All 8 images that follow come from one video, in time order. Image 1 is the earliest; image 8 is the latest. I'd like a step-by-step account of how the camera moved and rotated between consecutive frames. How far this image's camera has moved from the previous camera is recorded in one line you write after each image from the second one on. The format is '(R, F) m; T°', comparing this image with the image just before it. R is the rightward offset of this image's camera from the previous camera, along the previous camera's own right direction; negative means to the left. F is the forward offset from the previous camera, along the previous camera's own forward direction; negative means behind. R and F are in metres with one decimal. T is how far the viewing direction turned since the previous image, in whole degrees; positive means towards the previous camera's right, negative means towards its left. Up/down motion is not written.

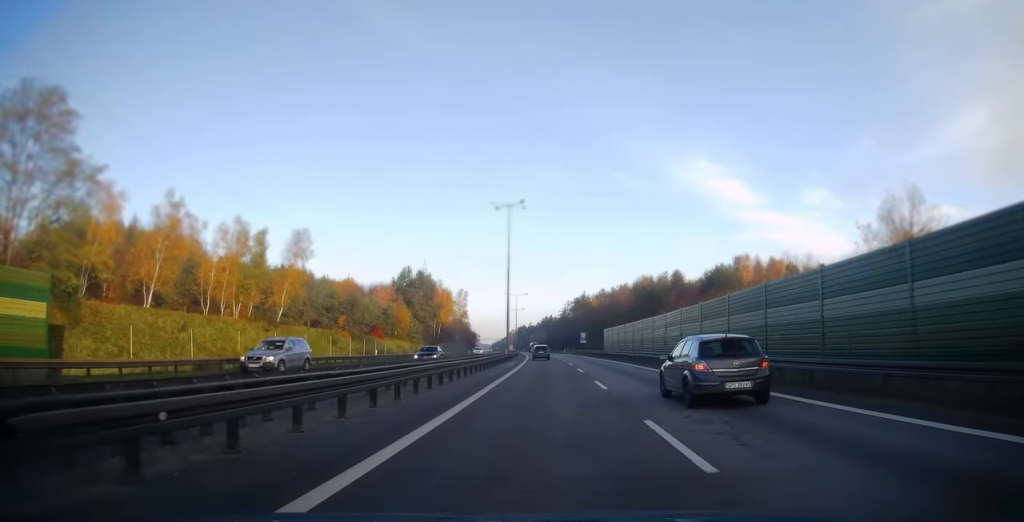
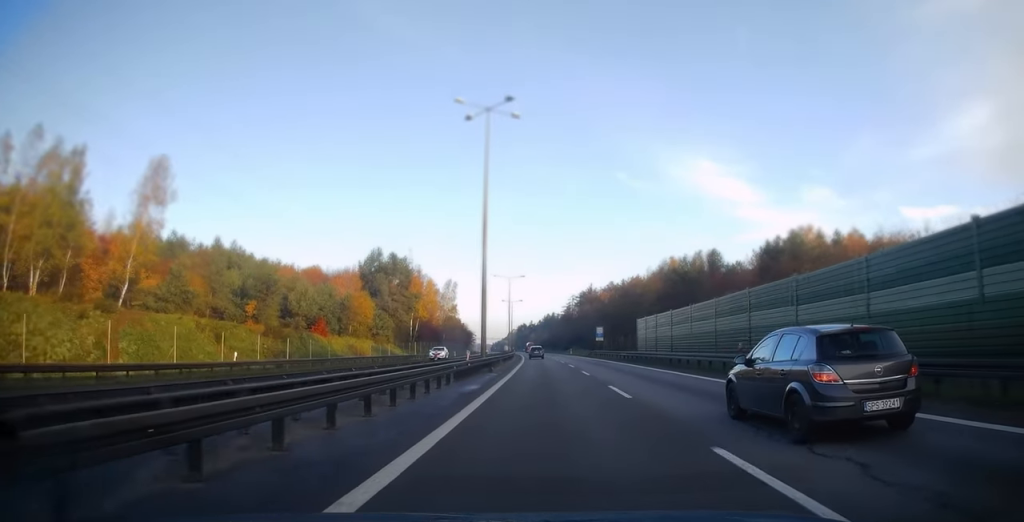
(0.0, +27.4) m; 0°
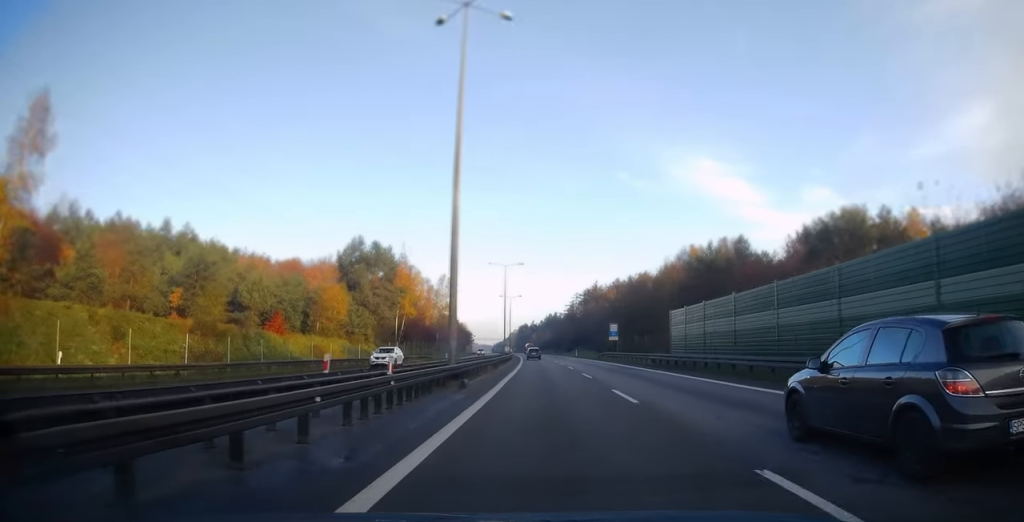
(0.0, +13.2) m; 0°
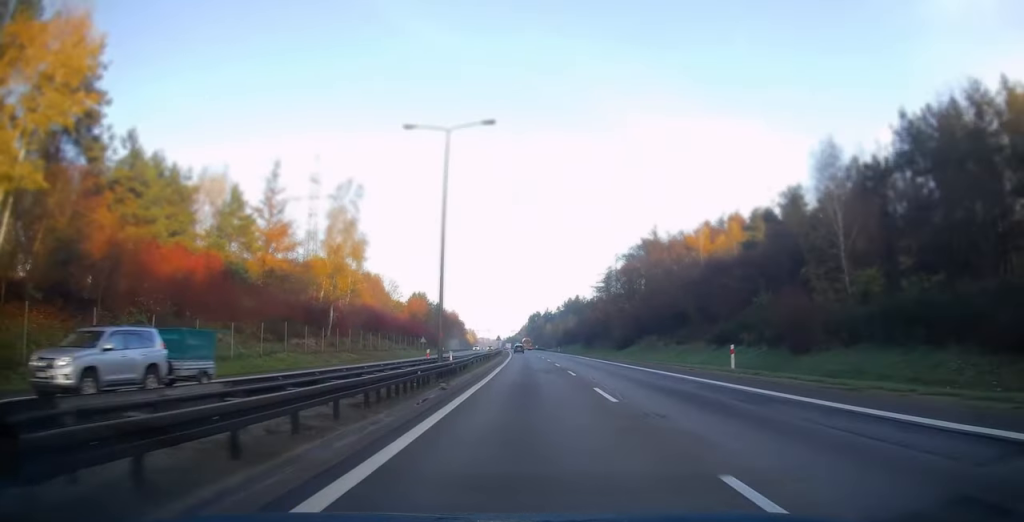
(-0.9, +85.0) m; -1°
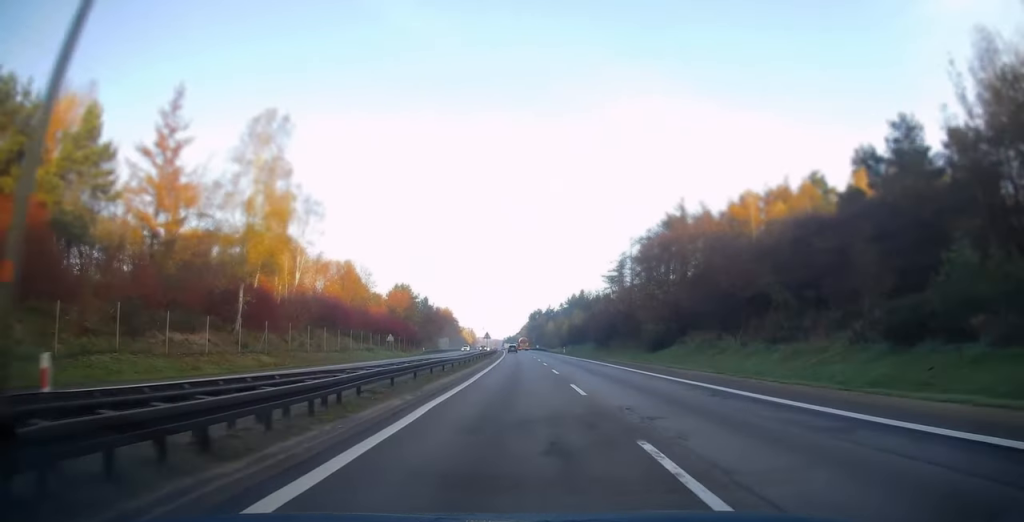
(-0.1, +21.9) m; 0°
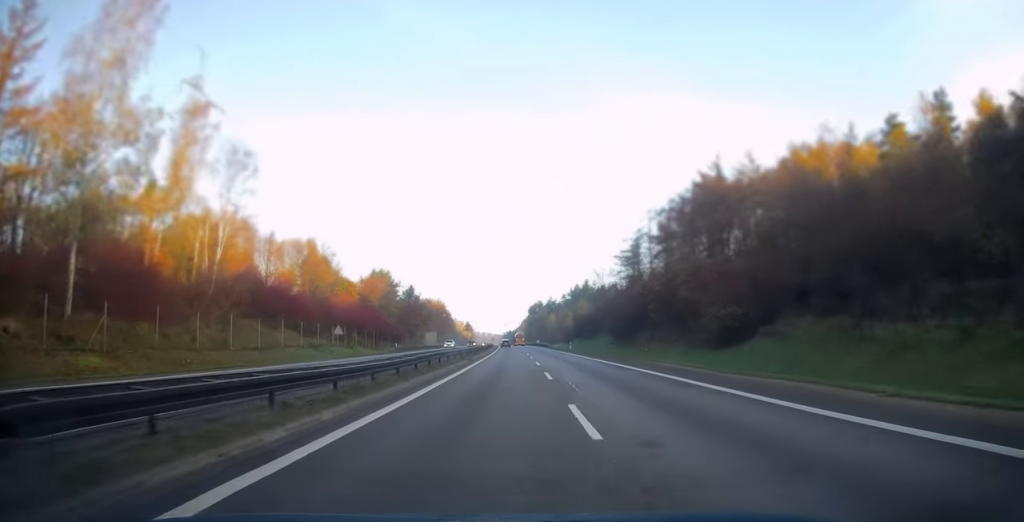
(-0.1, +19.9) m; 0°
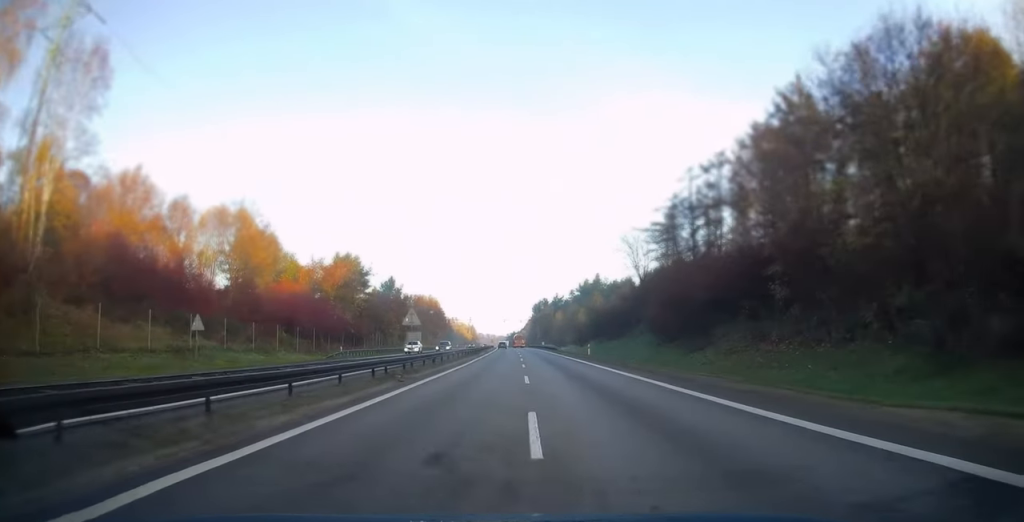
(-0.1, +25.1) m; 0°
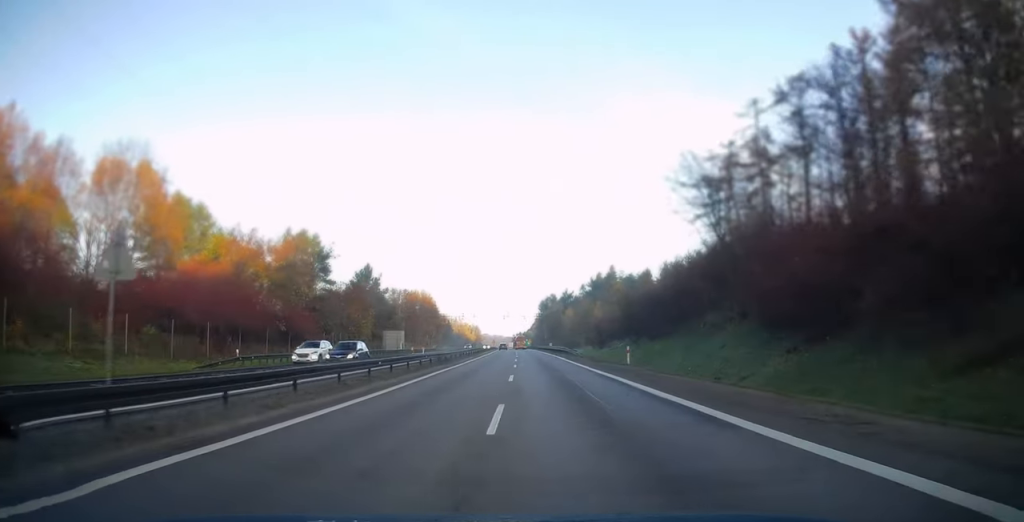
(+0.1, +22.5) m; -1°
